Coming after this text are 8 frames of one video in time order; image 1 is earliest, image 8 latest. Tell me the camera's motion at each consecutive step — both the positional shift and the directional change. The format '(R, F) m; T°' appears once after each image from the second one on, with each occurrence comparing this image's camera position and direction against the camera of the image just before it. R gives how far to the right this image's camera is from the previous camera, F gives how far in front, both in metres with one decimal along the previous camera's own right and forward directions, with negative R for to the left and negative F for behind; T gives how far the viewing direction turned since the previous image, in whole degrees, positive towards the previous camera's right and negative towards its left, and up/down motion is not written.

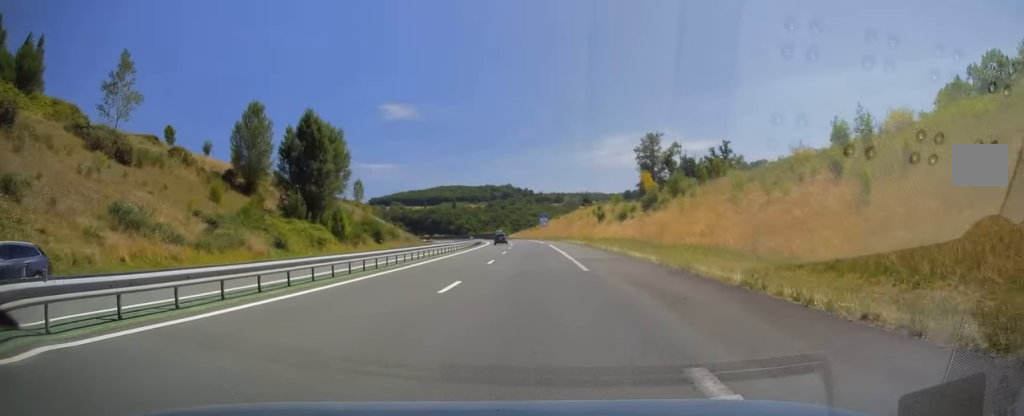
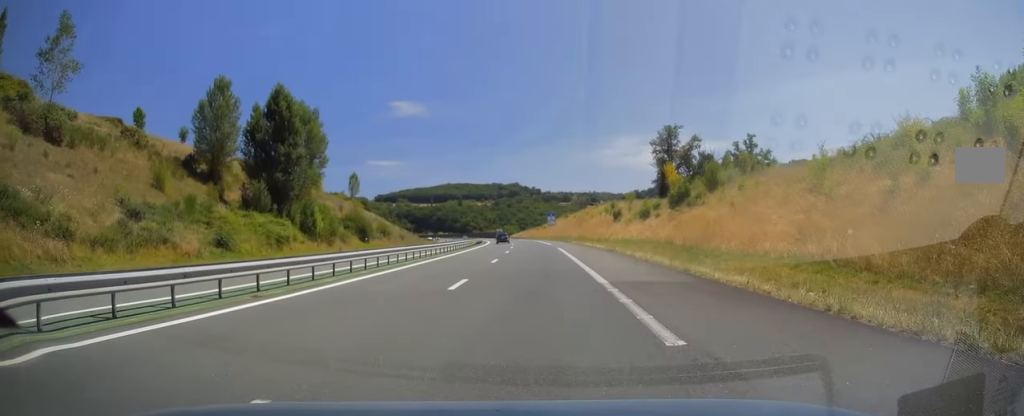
(-0.1, +12.3) m; 0°
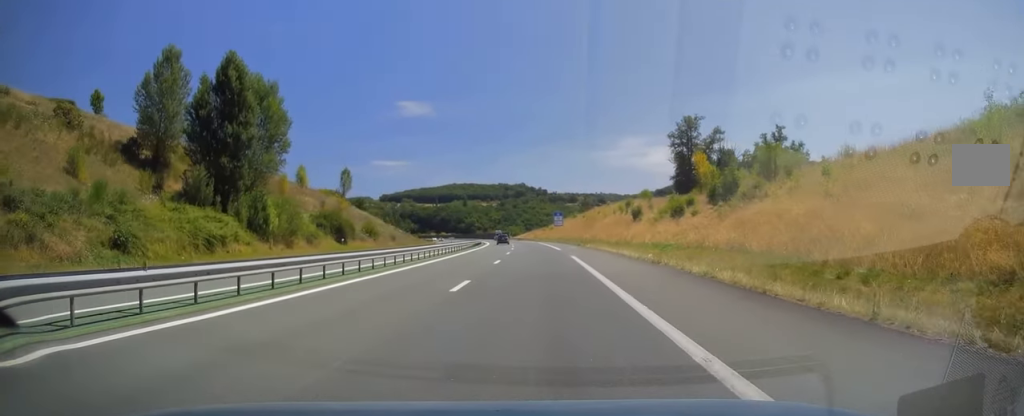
(-0.1, +13.3) m; 0°
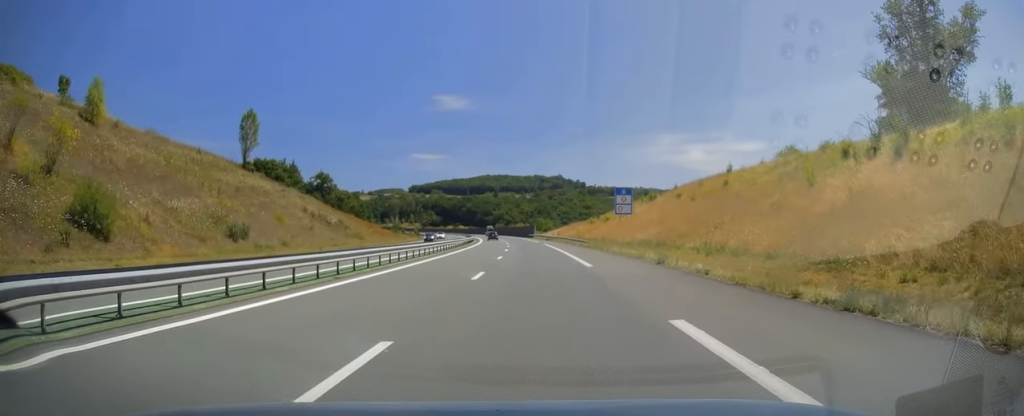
(-1.9, +75.0) m; -4°
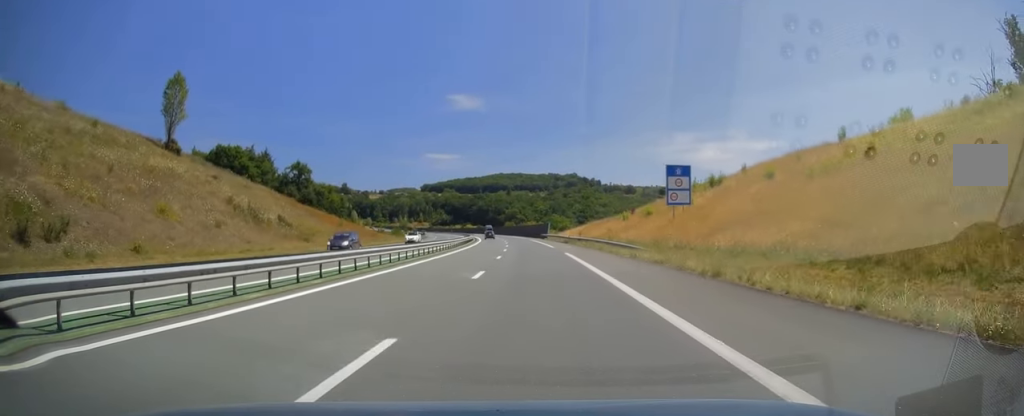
(-0.3, +25.7) m; -1°
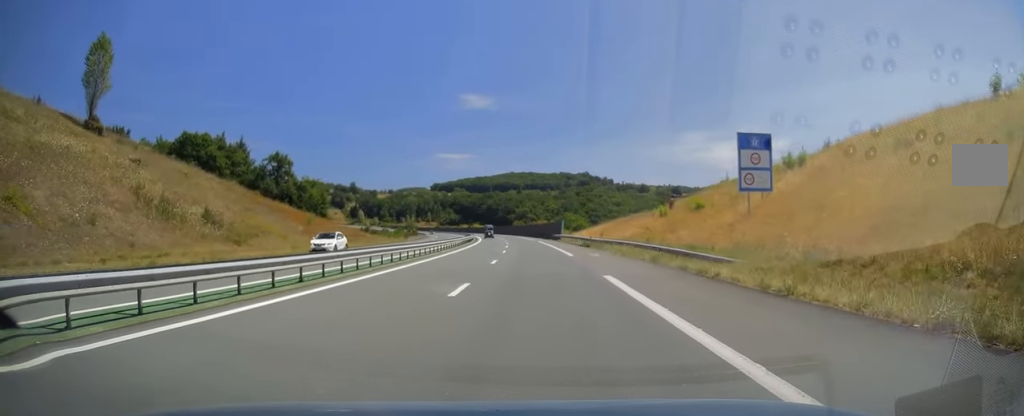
(-0.1, +17.8) m; -1°
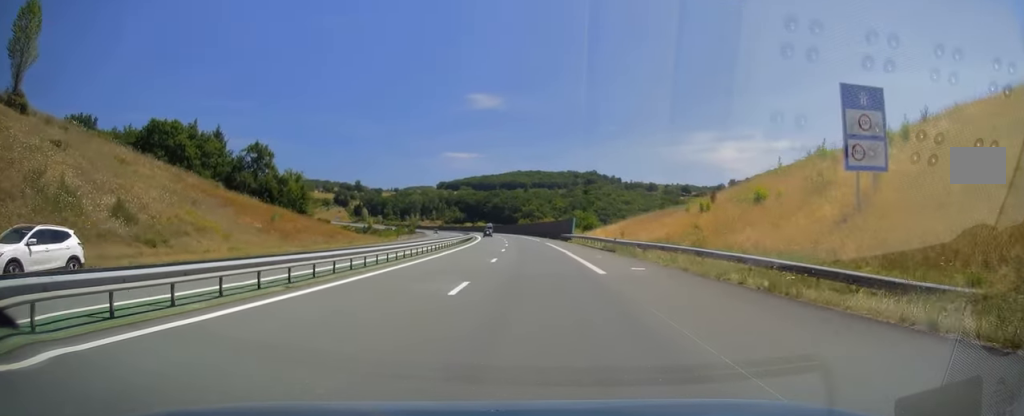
(-0.2, +12.9) m; -1°
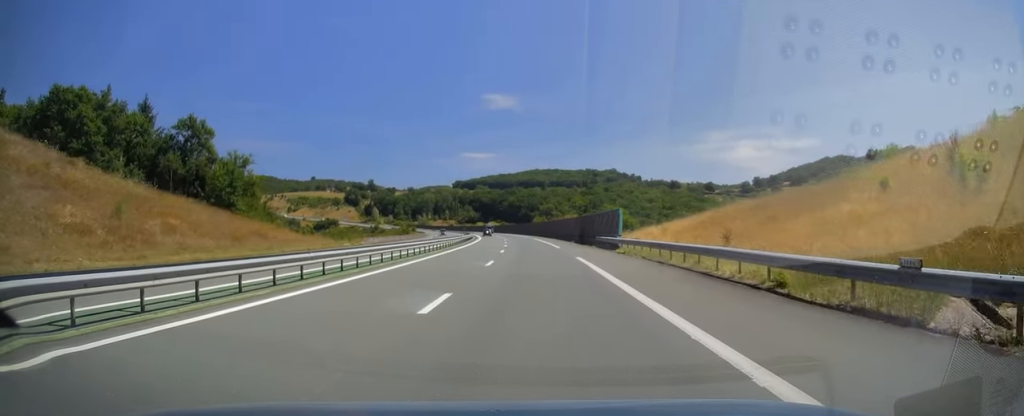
(-0.5, +29.1) m; -2°
